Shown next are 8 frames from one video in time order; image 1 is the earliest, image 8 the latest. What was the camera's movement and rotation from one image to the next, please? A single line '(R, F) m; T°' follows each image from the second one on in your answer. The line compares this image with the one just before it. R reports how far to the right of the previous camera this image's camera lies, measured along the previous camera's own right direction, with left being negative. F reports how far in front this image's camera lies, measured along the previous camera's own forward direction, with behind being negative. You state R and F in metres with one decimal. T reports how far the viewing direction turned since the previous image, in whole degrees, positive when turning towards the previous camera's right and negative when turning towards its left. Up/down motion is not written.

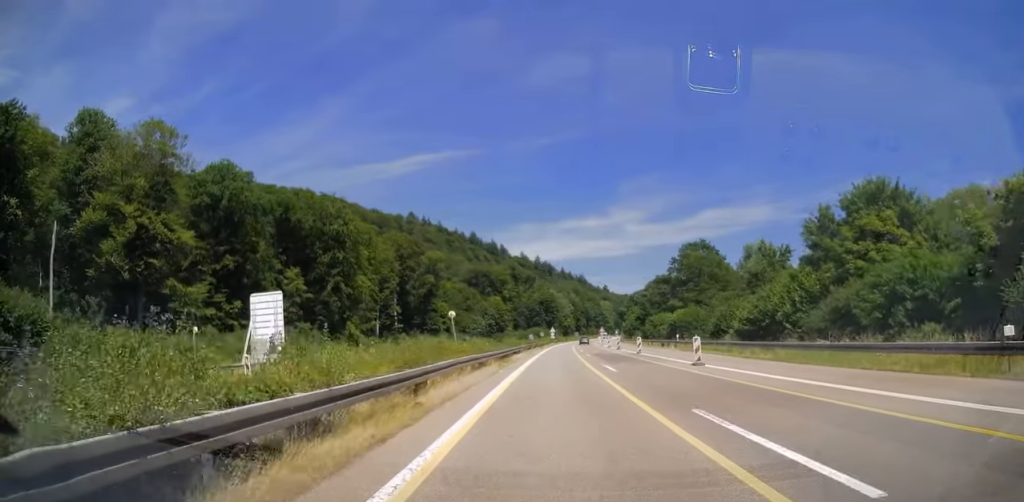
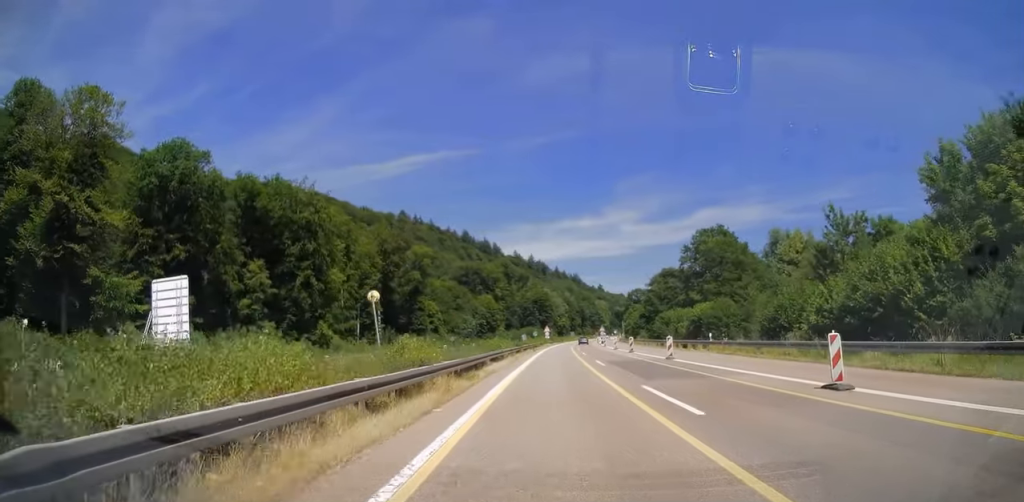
(0.0, +13.1) m; 0°
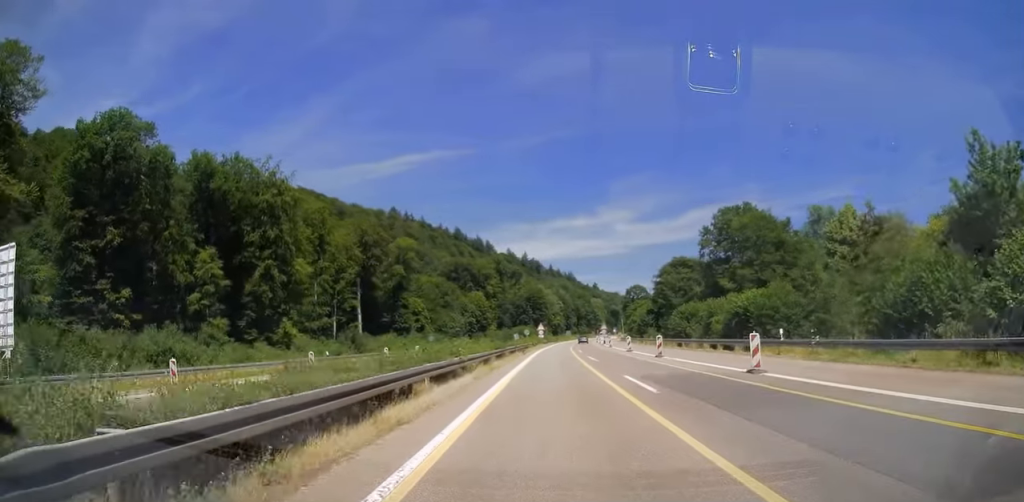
(+0.2, +14.3) m; 0°
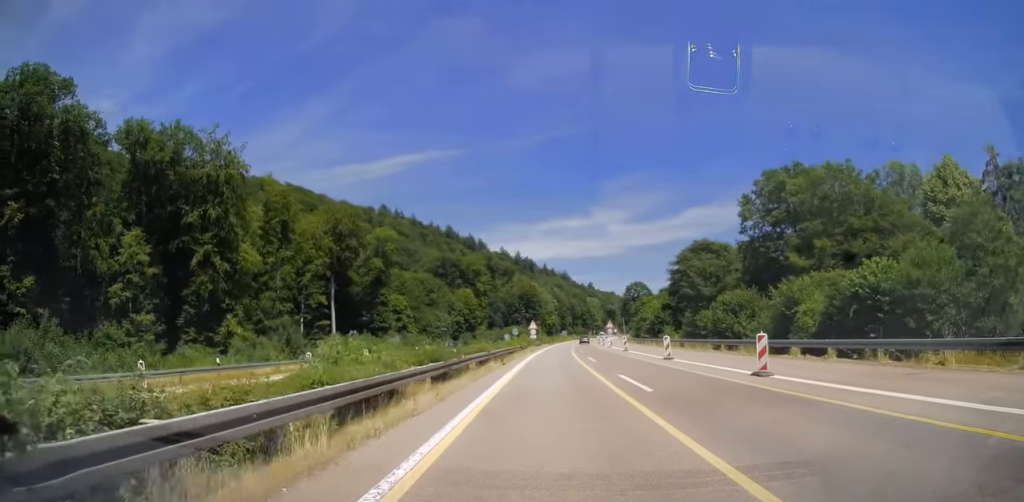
(+0.1, +17.4) m; +1°
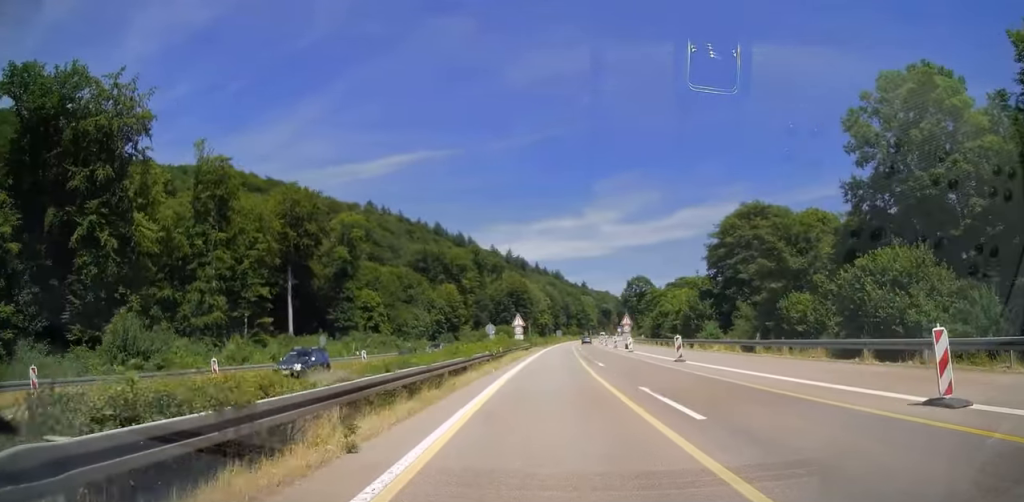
(+0.2, +23.2) m; +1°
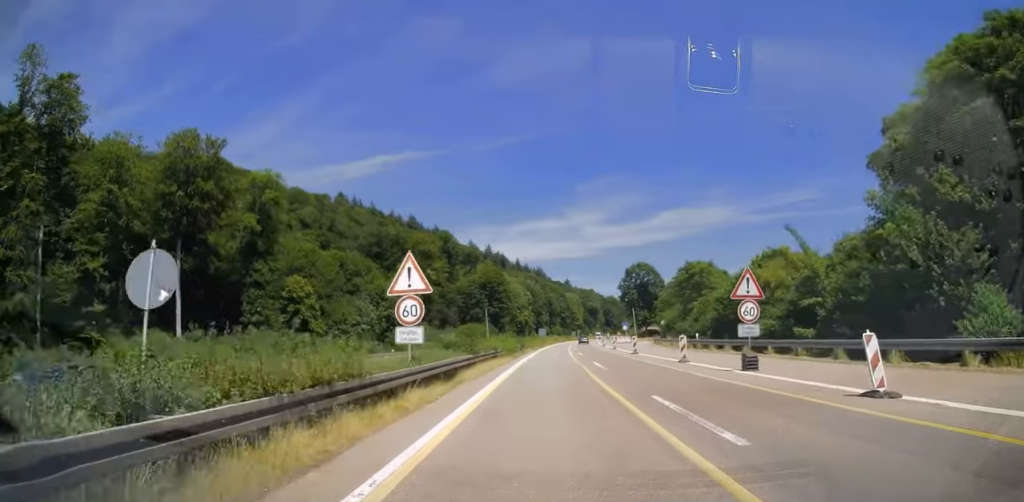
(+0.5, +38.4) m; +1°
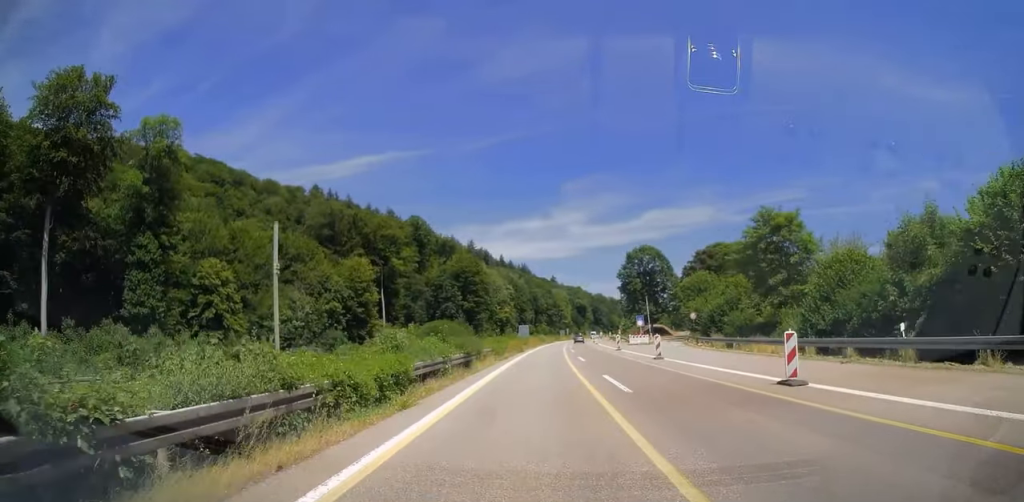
(+0.4, +29.3) m; +2°
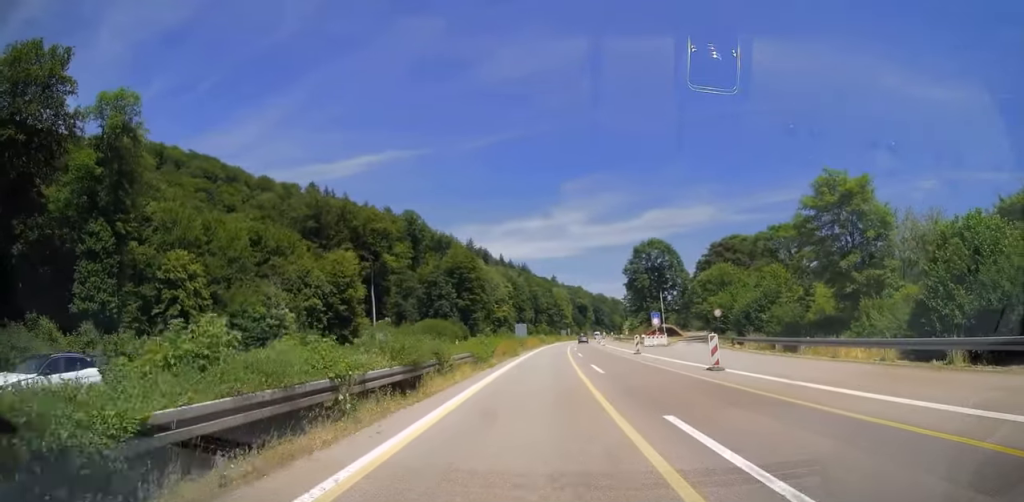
(+0.1, +10.2) m; 0°
